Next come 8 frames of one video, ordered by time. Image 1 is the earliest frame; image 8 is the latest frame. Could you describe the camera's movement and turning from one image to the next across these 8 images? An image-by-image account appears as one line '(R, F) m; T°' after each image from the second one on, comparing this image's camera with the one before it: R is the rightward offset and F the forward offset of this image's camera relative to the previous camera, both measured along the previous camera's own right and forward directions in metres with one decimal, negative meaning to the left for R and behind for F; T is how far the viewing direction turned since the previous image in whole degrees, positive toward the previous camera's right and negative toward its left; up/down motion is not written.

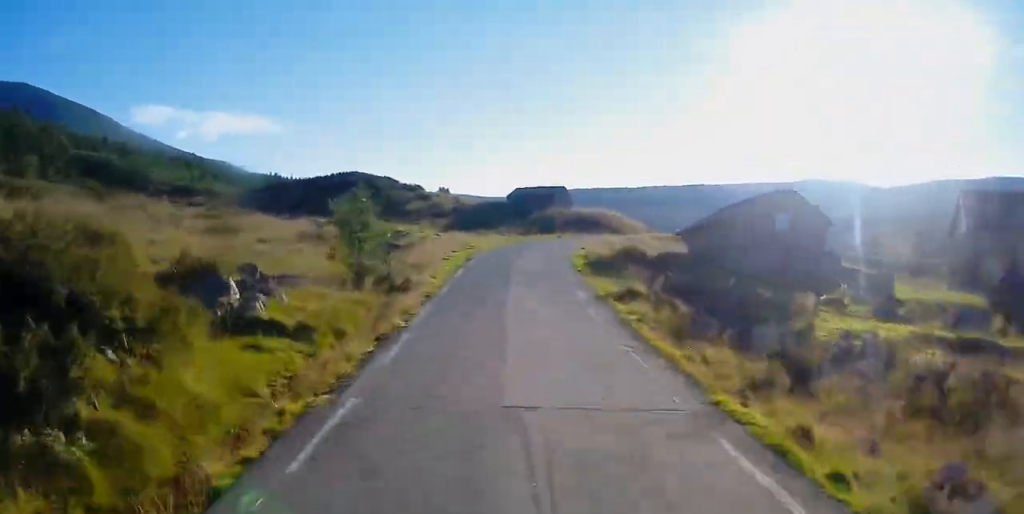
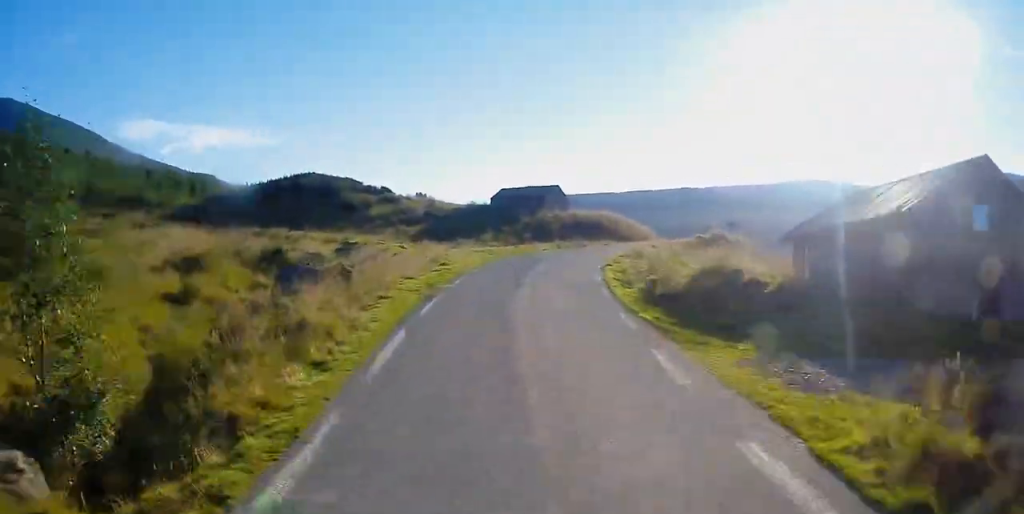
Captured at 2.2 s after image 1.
(+0.4, +17.2) m; +4°
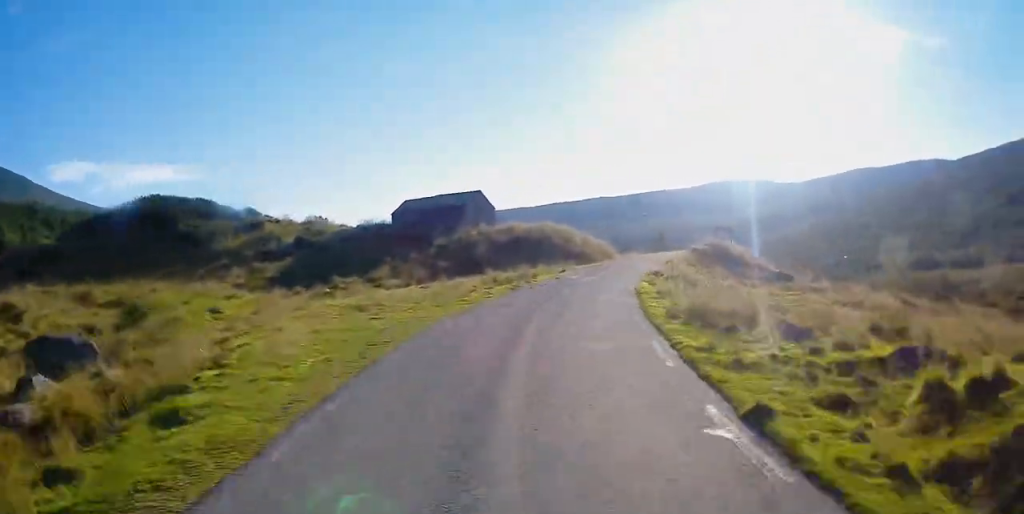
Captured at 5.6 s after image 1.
(+0.1, +25.6) m; +5°
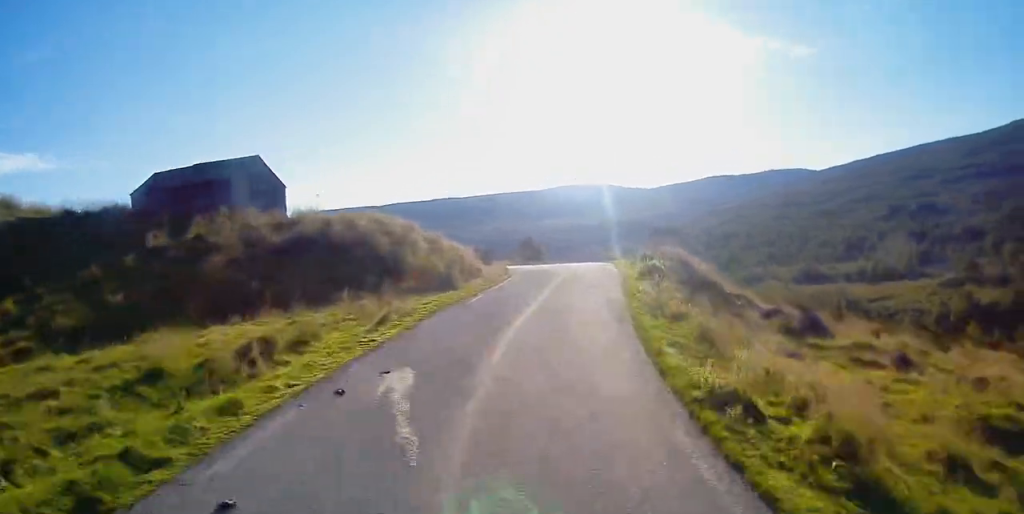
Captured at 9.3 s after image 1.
(+3.1, +28.8) m; +5°
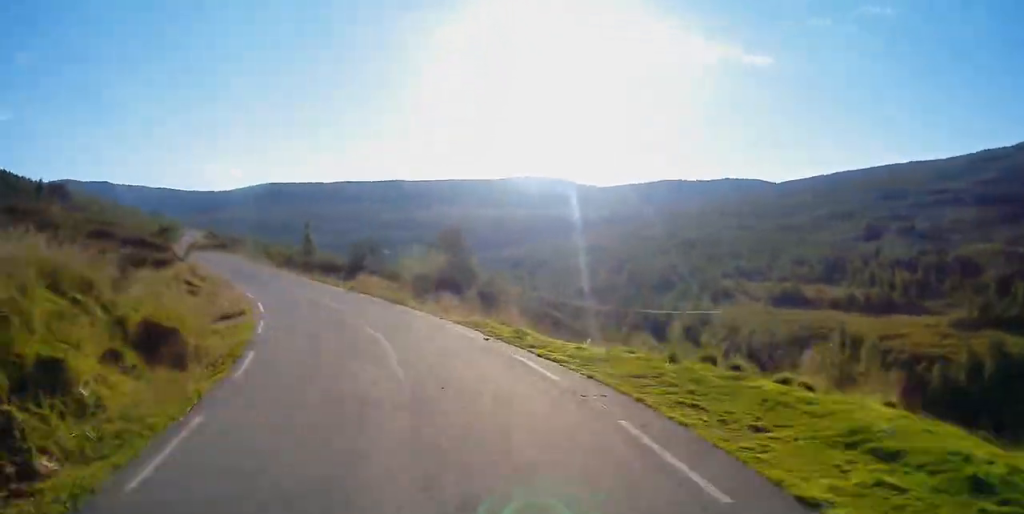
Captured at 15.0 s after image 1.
(+1.1, +44.0) m; -9°
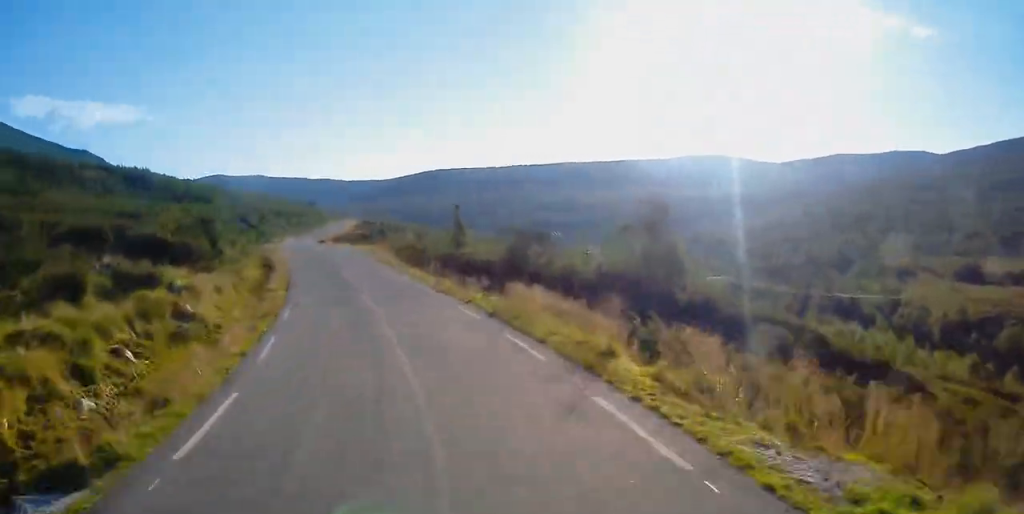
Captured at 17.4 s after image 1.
(-3.0, +17.8) m; -6°
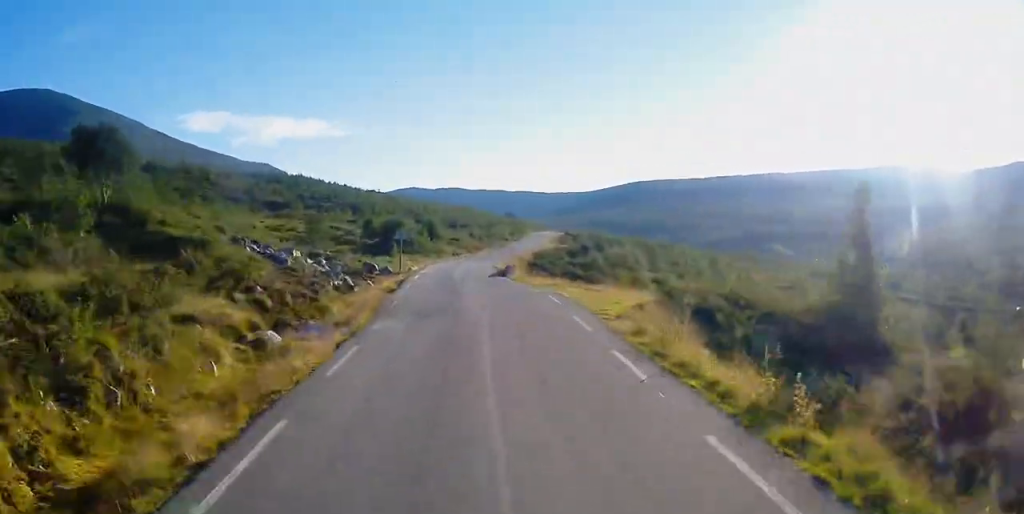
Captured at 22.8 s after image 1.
(-5.5, +43.6) m; -7°
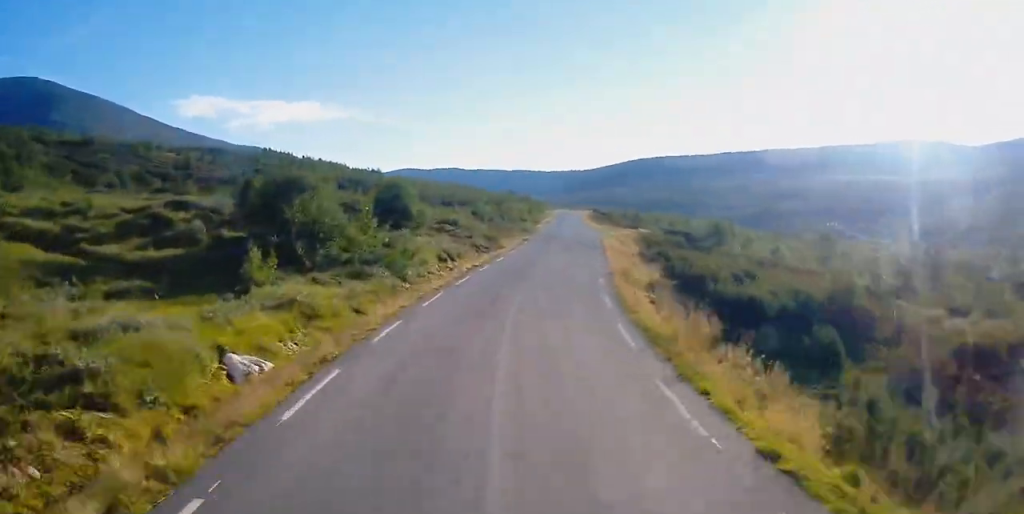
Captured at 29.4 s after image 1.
(+0.2, +56.7) m; 0°
